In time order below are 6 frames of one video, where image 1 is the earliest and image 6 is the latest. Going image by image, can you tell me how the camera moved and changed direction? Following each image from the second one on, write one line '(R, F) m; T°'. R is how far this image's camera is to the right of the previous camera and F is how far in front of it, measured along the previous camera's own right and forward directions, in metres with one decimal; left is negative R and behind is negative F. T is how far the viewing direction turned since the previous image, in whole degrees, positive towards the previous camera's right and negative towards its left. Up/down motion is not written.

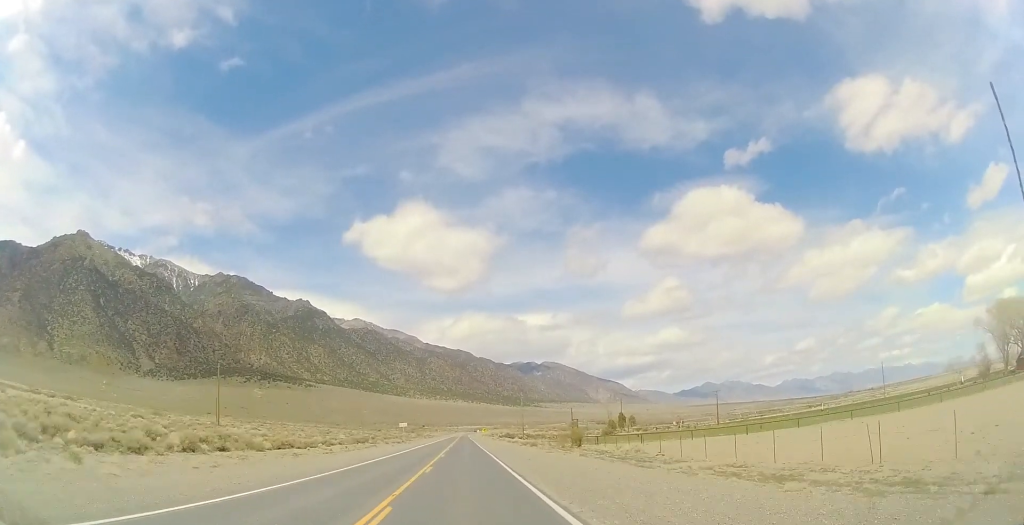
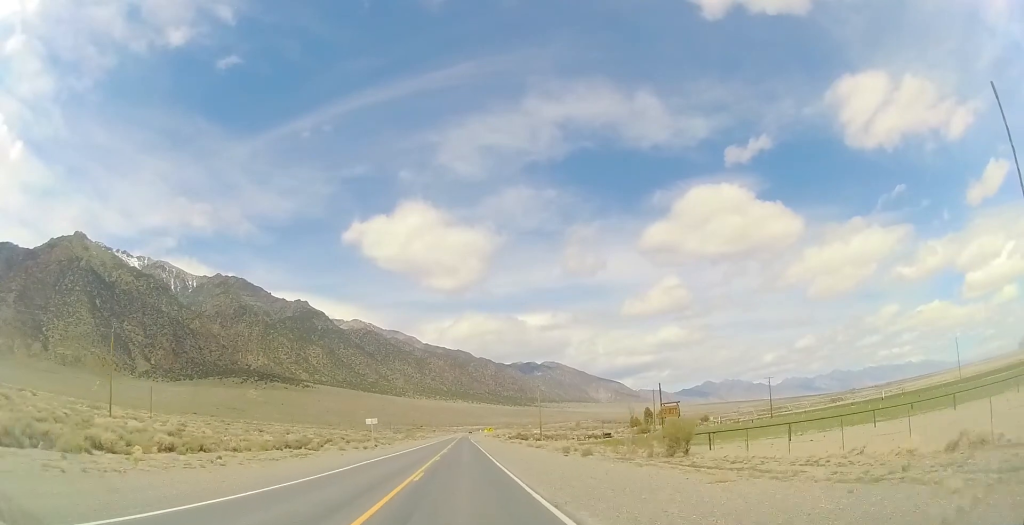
(+0.2, +30.8) m; 0°
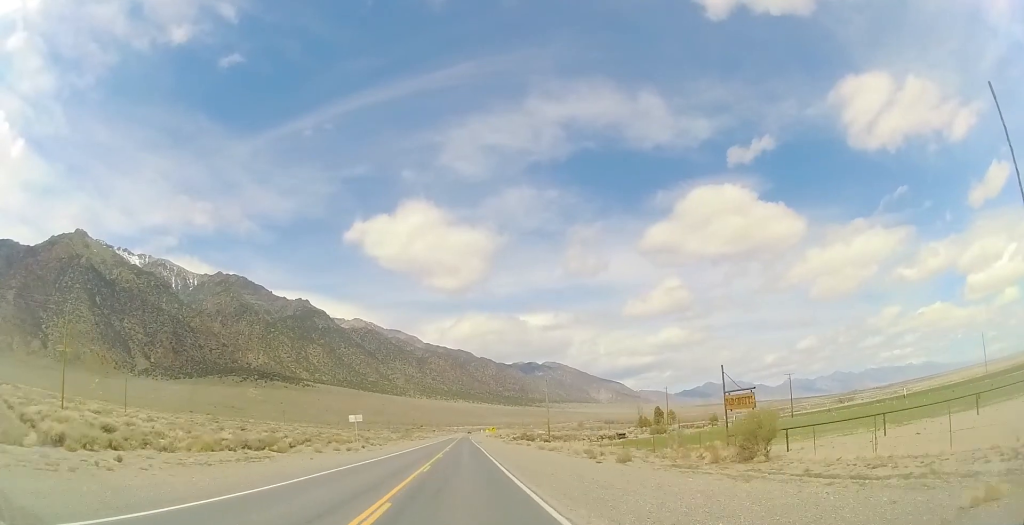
(+0.1, +9.4) m; -1°
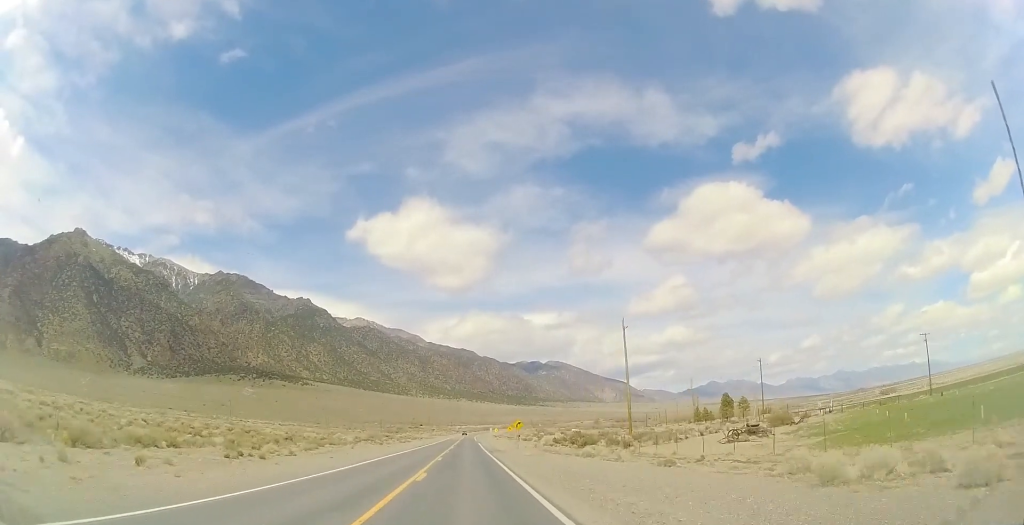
(-0.4, +45.4) m; 0°
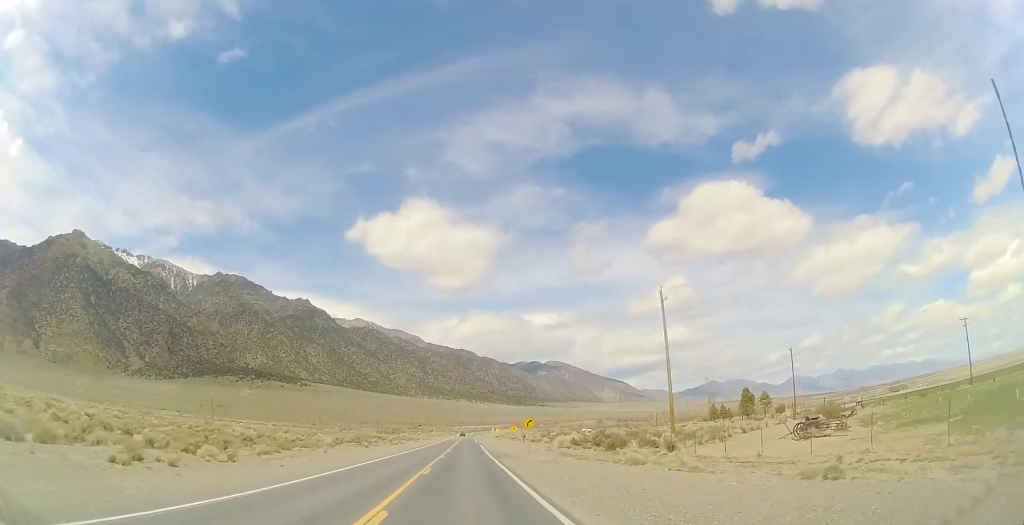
(+0.1, +10.4) m; 0°
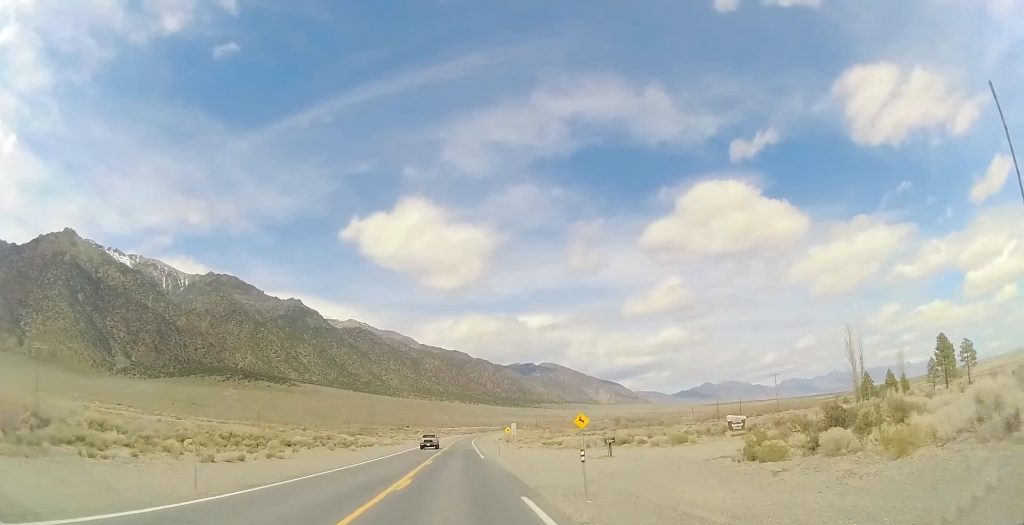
(-0.5, +60.3) m; 0°
